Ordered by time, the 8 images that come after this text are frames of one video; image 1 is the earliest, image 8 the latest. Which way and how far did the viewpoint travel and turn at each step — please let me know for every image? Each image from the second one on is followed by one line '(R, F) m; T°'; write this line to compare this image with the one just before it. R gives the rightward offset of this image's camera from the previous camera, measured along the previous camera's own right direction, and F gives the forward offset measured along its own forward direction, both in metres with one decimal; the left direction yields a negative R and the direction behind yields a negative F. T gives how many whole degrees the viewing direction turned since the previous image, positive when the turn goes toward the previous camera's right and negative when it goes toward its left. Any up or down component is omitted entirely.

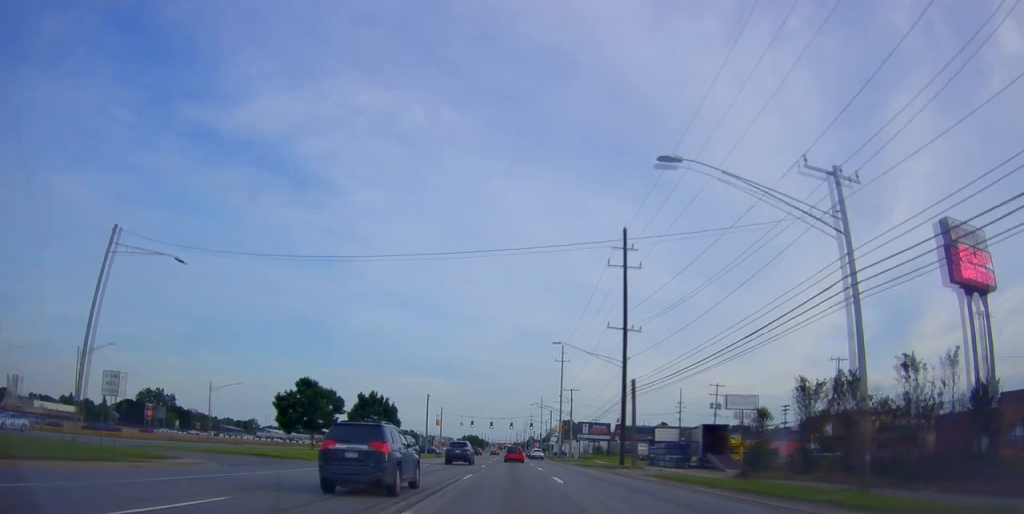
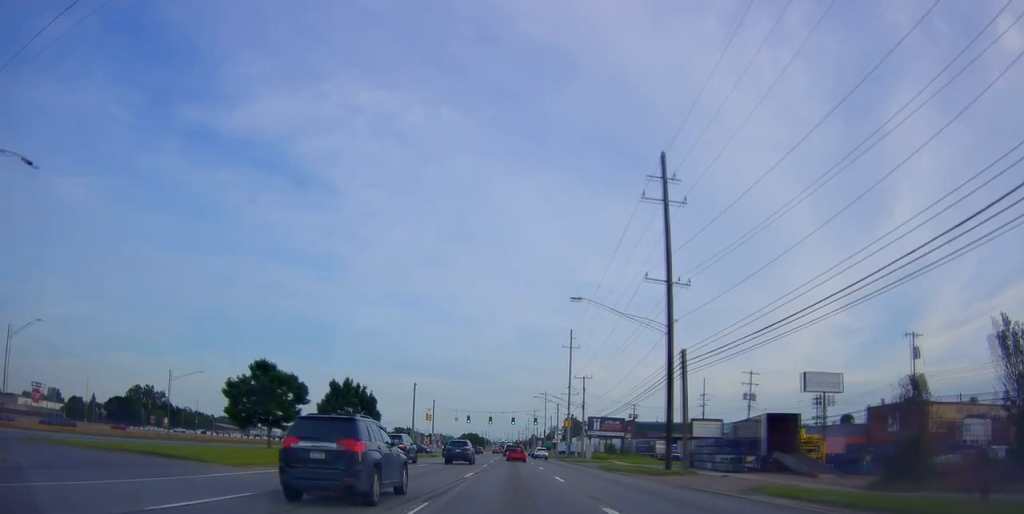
(-0.2, +14.2) m; -1°
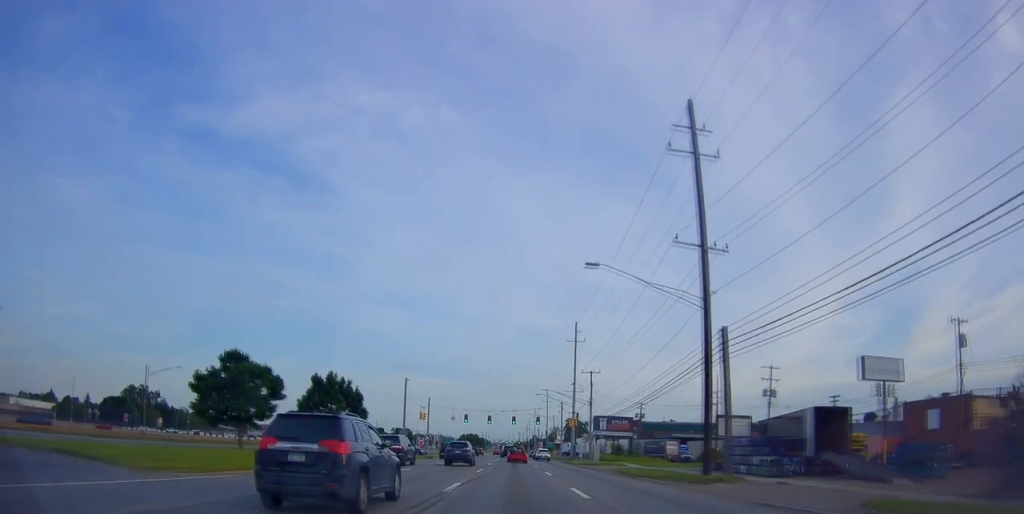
(+0.2, +6.8) m; 0°
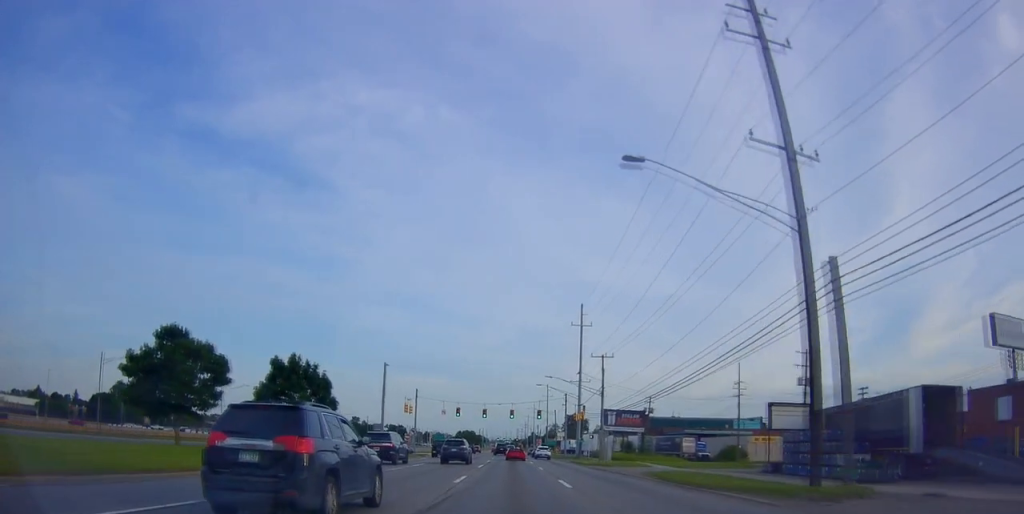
(-0.1, +10.5) m; -1°
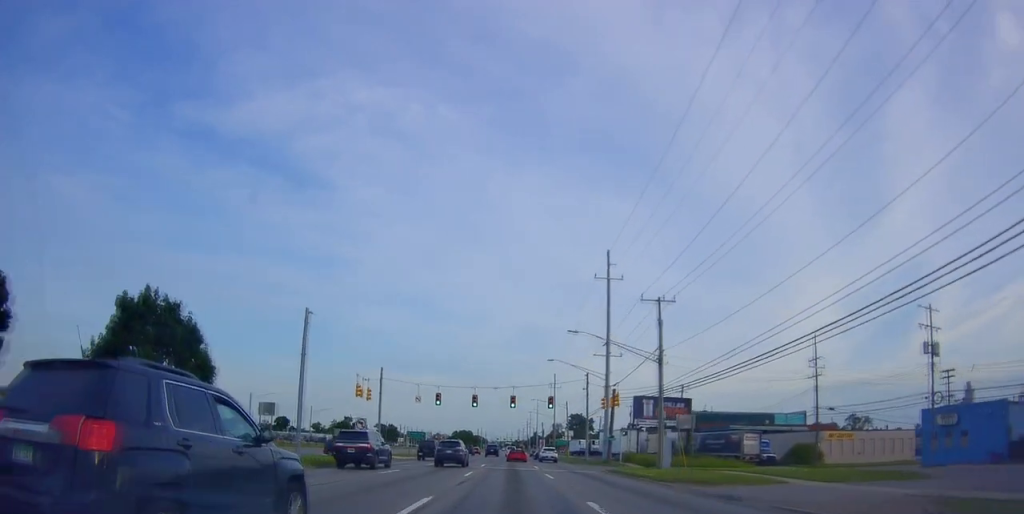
(-0.3, +23.7) m; +2°
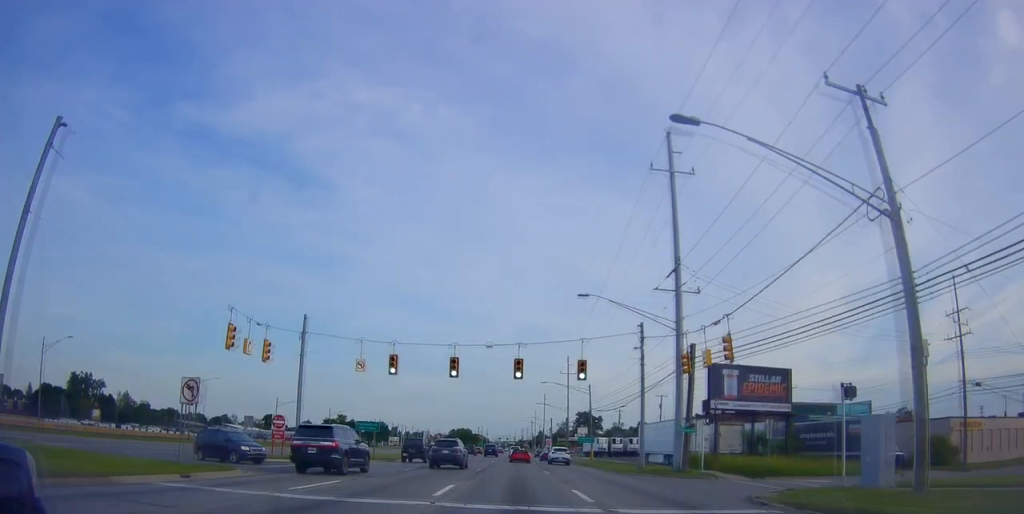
(+0.5, +25.7) m; -1°
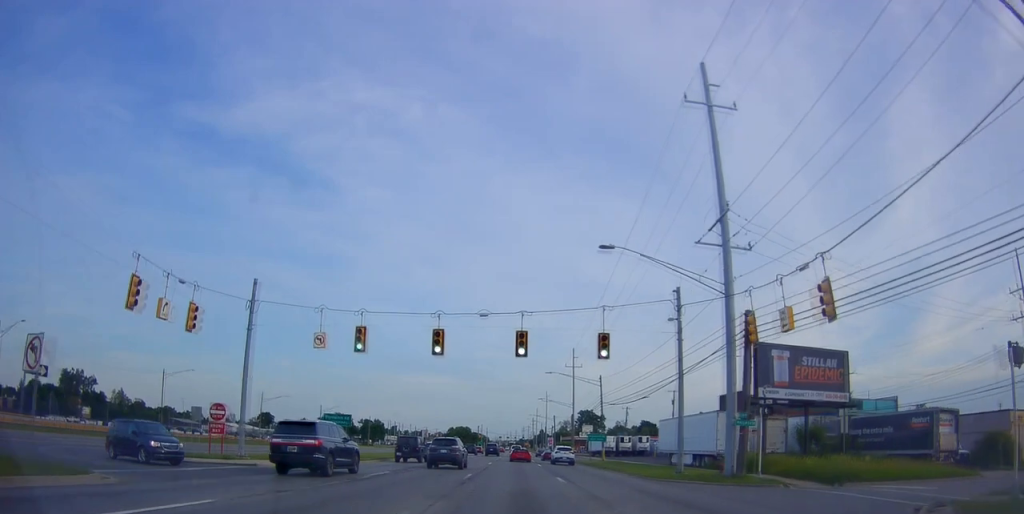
(-0.2, +8.5) m; -1°
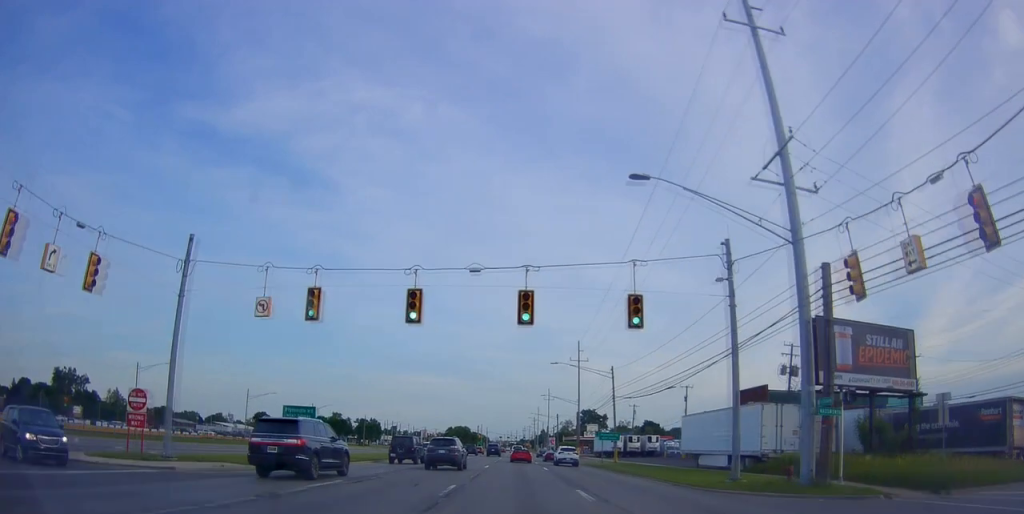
(-0.1, +7.4) m; 0°
